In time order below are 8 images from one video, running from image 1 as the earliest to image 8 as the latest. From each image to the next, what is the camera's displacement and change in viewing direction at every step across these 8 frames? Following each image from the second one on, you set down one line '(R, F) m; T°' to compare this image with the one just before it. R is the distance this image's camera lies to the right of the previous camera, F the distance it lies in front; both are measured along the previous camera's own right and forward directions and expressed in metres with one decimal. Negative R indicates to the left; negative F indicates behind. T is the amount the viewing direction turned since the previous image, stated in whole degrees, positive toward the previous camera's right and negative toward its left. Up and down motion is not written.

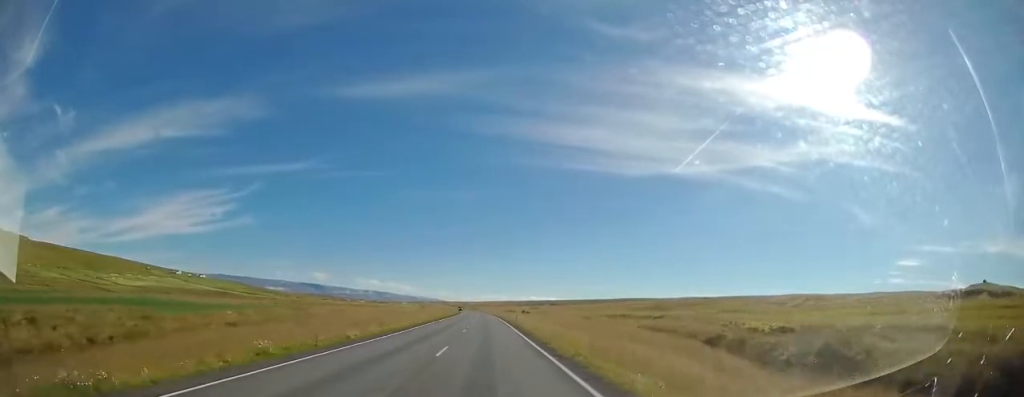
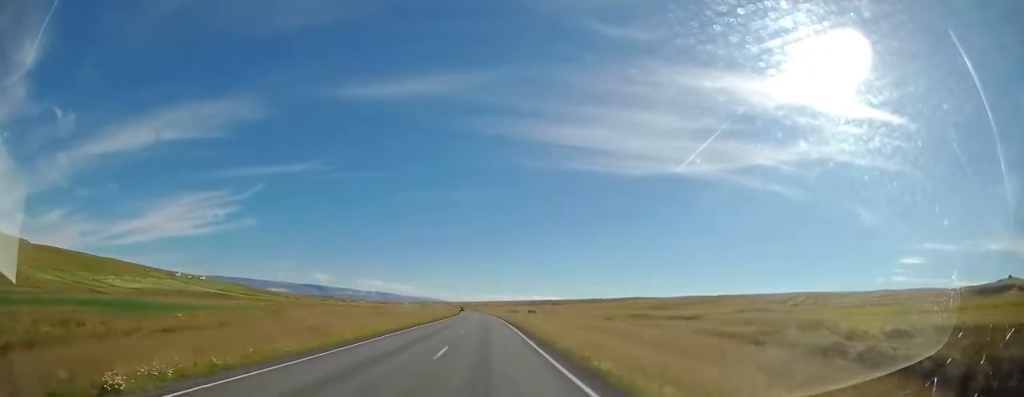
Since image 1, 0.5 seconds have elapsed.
(-0.2, +12.0) m; 0°
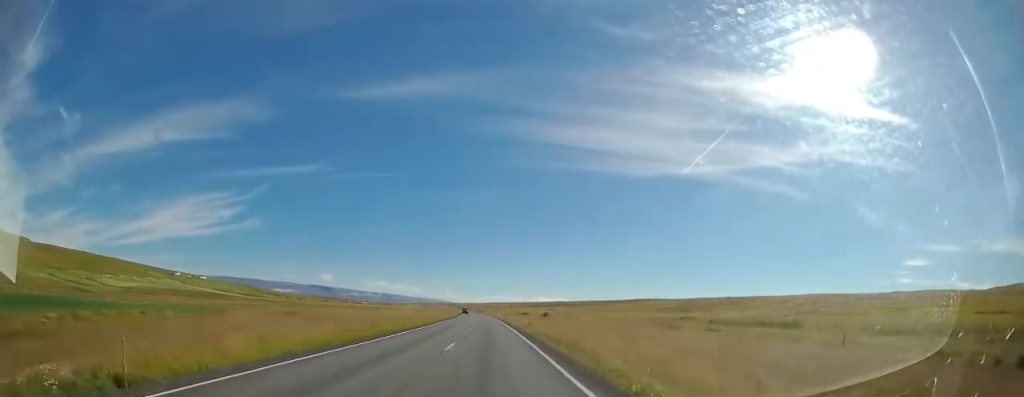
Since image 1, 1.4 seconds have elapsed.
(-0.5, +21.6) m; -1°
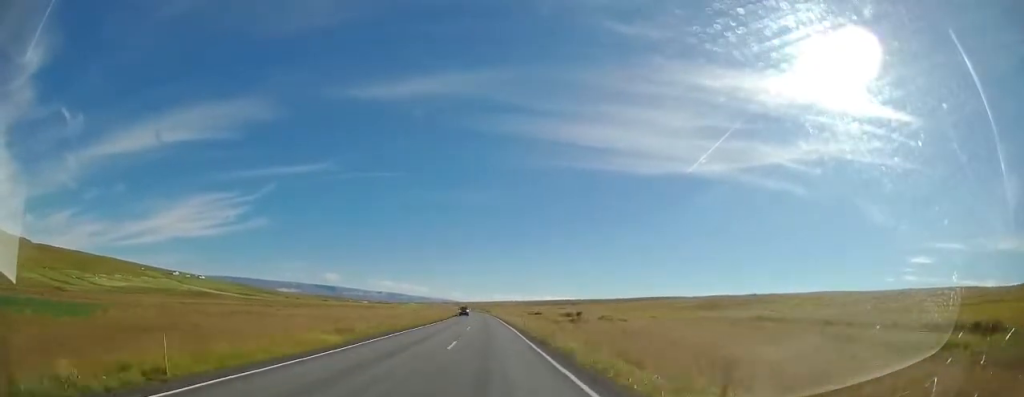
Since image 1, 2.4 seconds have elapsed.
(+0.2, +24.0) m; 0°
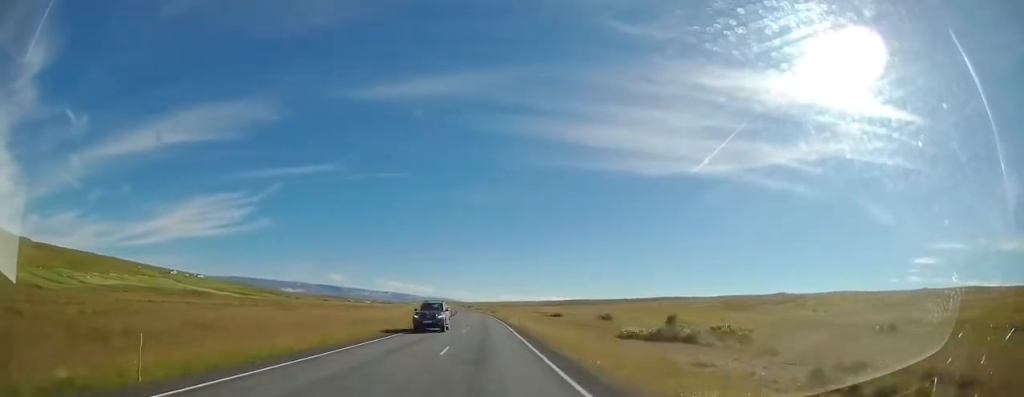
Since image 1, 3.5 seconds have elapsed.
(-0.3, +25.5) m; -1°
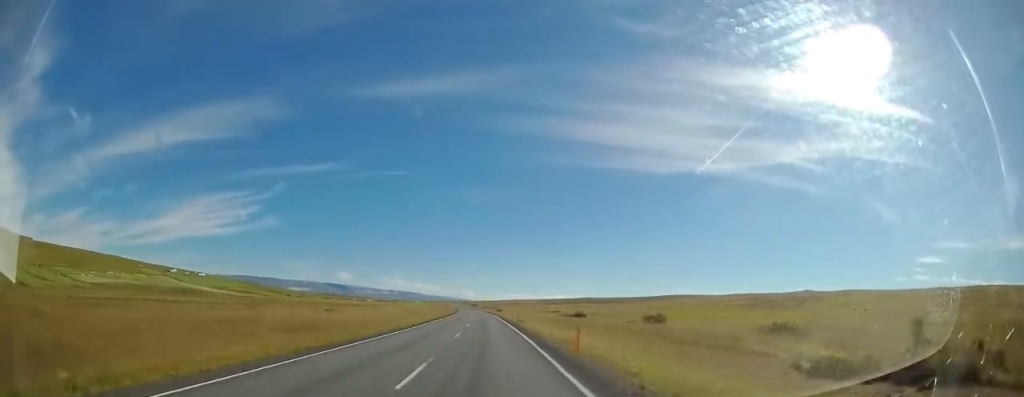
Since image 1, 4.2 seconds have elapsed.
(0.0, +17.5) m; -1°
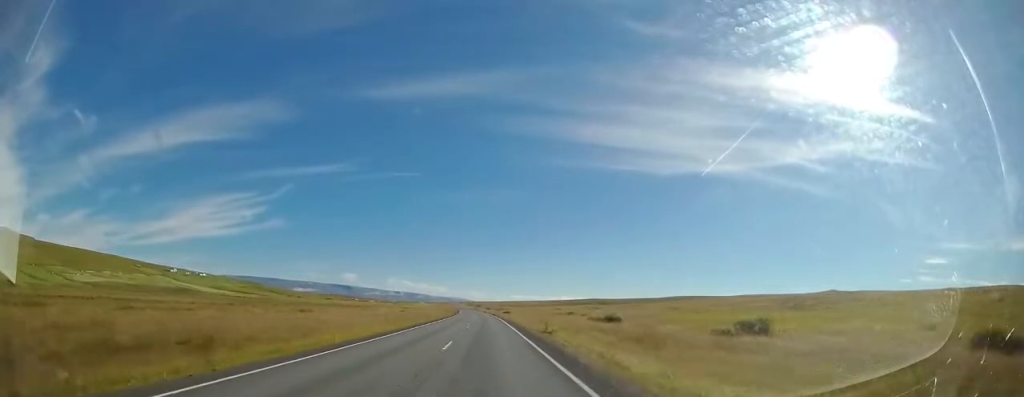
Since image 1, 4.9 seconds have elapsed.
(-0.3, +17.2) m; -1°
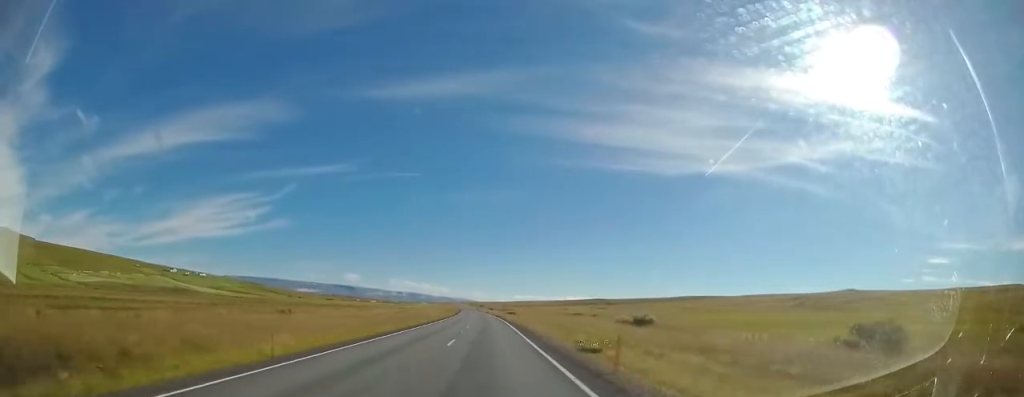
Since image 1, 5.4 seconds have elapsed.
(-0.1, +10.9) m; 0°
